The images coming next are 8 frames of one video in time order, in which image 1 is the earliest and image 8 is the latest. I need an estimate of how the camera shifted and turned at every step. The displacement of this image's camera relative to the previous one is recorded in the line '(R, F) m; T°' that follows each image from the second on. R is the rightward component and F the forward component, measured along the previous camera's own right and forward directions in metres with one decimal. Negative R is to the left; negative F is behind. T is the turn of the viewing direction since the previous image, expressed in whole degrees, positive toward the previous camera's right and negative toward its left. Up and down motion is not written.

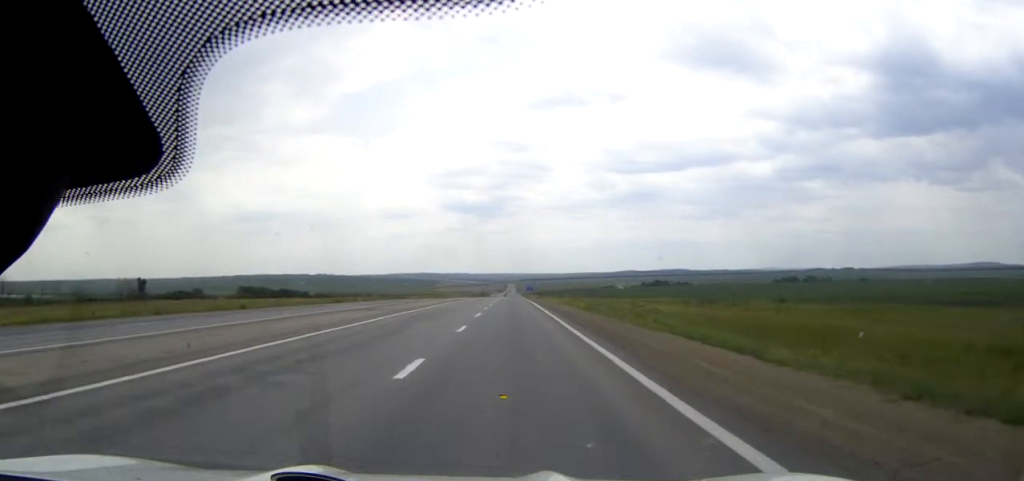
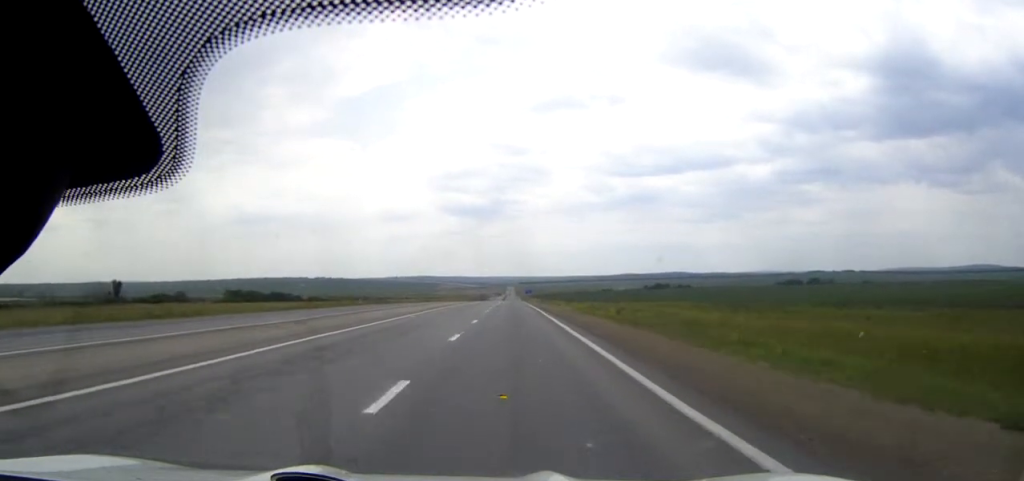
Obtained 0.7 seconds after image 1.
(0.0, +14.9) m; 0°
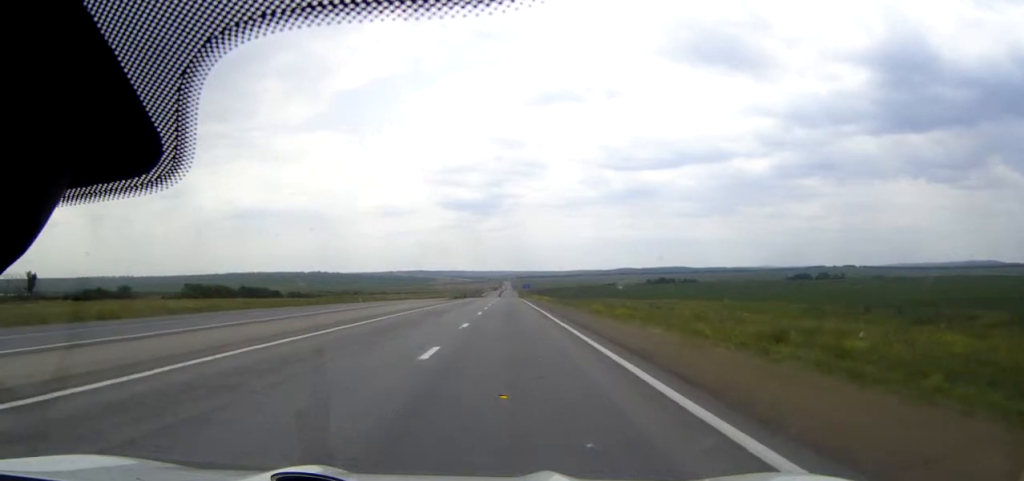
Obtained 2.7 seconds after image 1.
(+0.1, +42.0) m; 0°
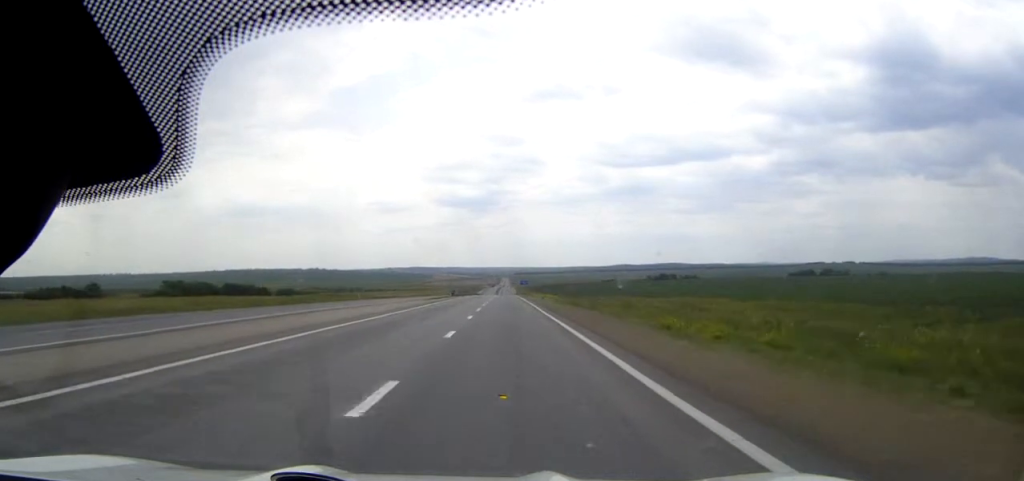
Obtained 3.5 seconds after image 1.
(0.0, +18.4) m; 0°
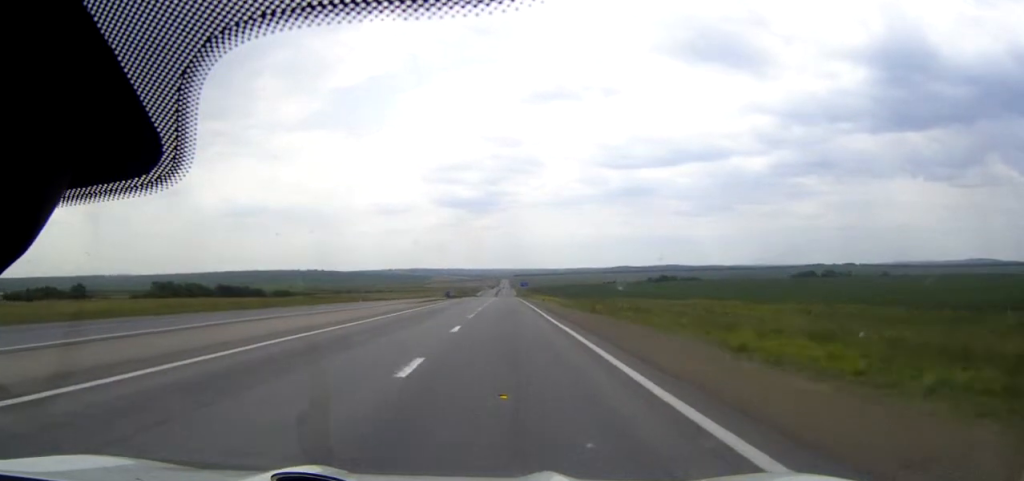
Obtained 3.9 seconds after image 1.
(0.0, +8.5) m; 0°
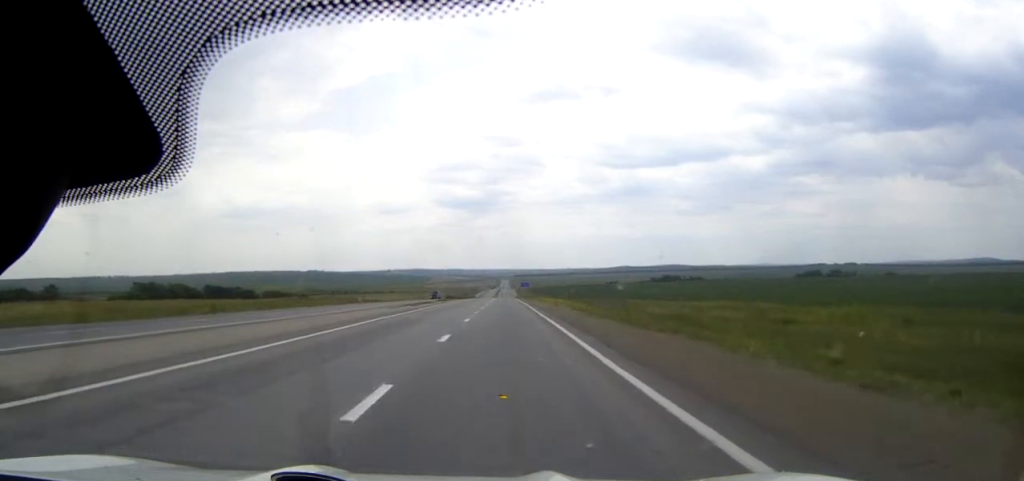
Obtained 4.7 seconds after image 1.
(0.0, +15.5) m; 0°
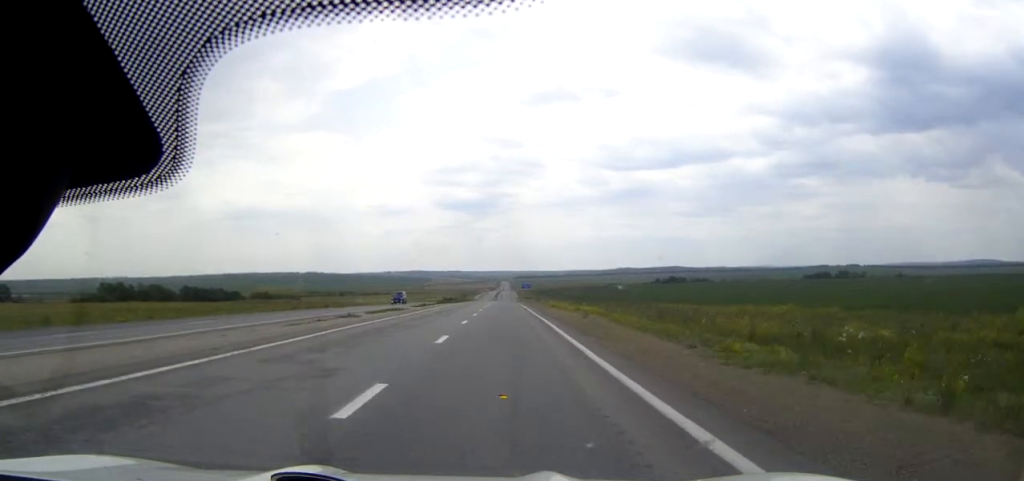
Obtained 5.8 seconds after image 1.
(0.0, +24.0) m; 0°
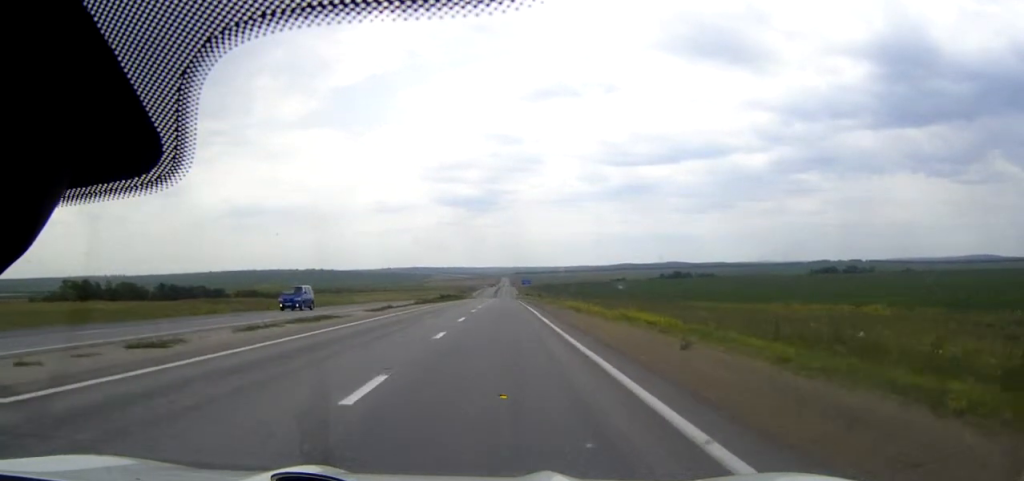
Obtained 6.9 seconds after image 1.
(0.0, +23.1) m; 0°
